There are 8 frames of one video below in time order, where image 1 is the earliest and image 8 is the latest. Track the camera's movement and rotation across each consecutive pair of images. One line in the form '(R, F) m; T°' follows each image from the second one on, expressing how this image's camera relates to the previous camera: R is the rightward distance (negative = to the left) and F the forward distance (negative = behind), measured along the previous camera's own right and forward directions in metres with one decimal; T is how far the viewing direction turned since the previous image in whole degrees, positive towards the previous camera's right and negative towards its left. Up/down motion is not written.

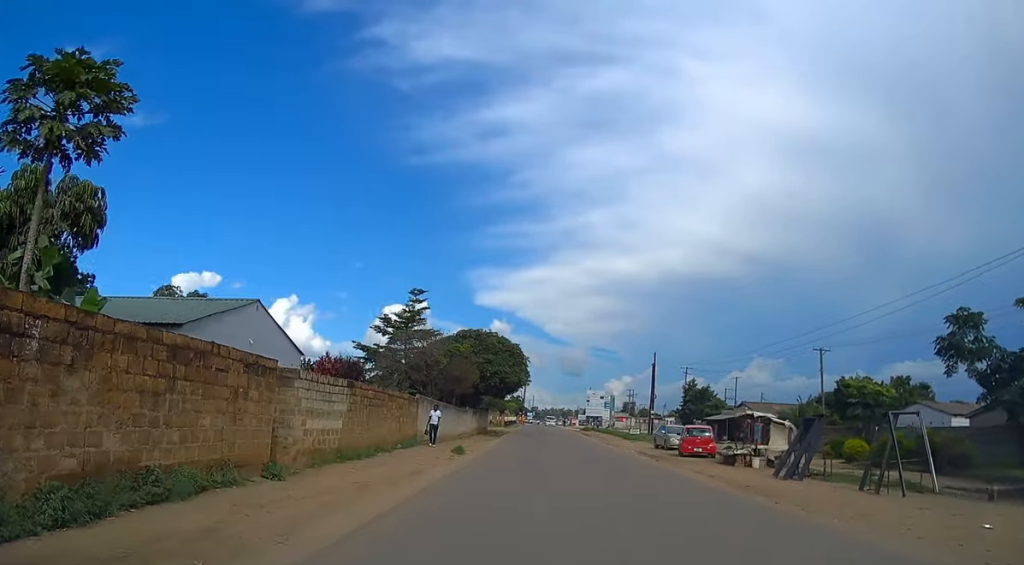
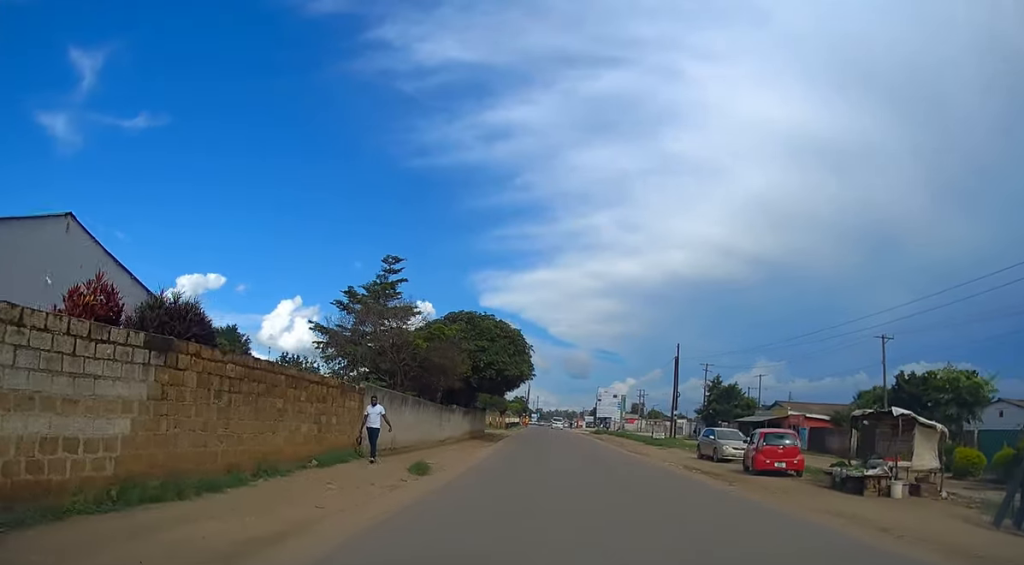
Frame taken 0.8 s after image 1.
(-0.1, +10.7) m; 0°
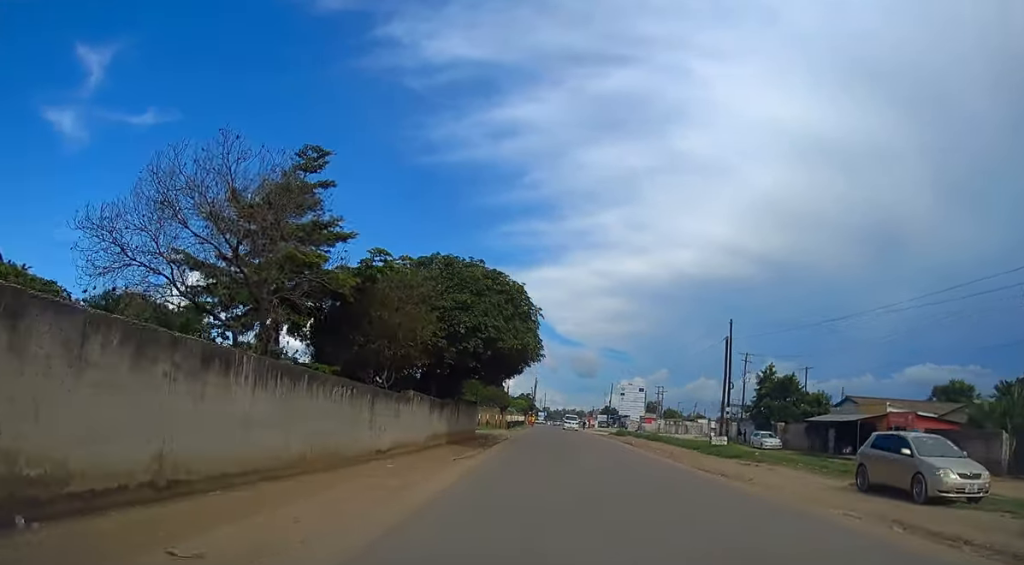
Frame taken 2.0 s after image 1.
(-0.1, +16.4) m; -1°
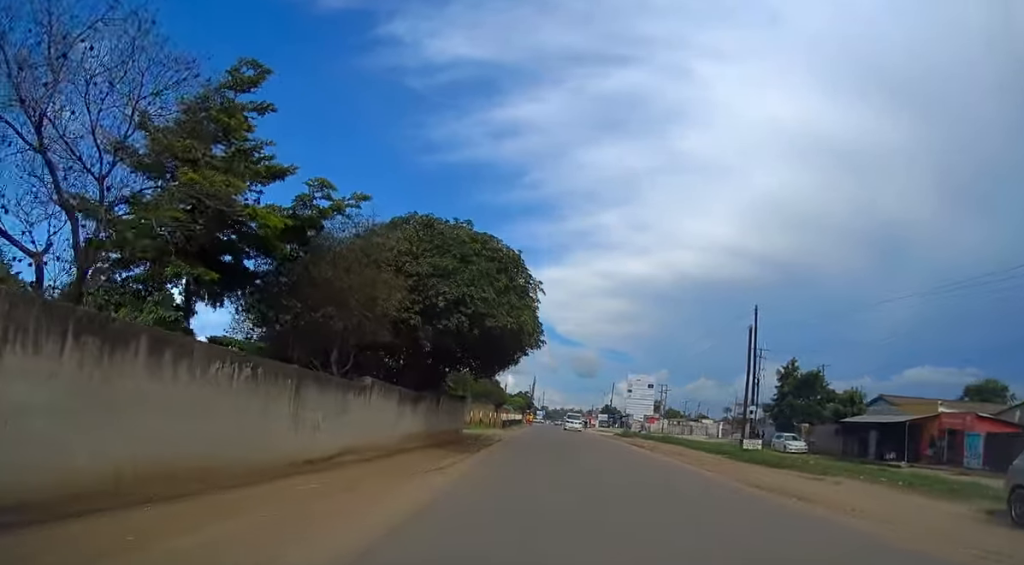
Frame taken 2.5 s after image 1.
(-0.1, +6.3) m; 0°
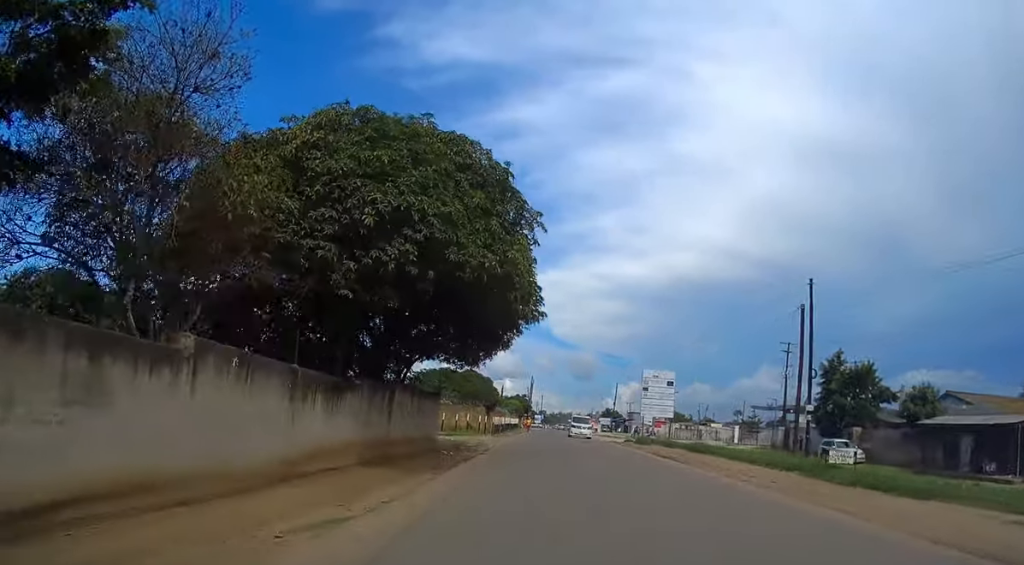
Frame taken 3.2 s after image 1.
(0.0, +10.1) m; 0°
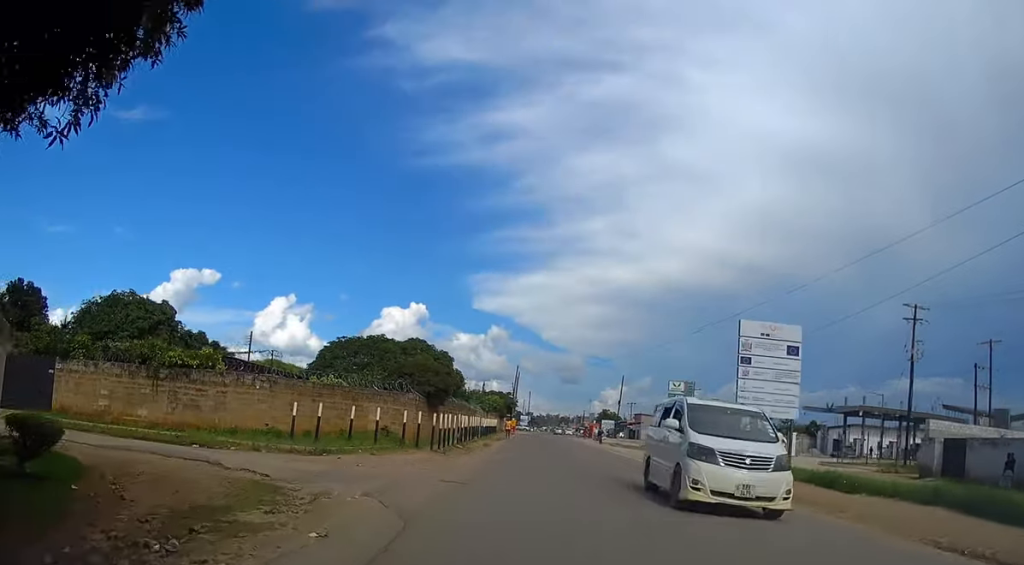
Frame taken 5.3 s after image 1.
(+0.4, +27.7) m; +2°
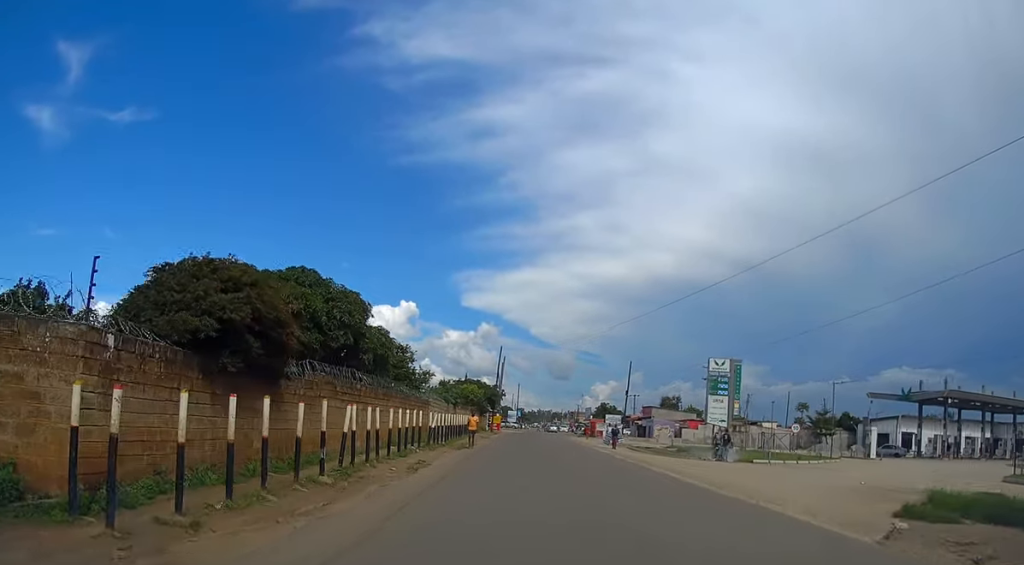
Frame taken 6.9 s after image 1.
(0.0, +21.2) m; 0°
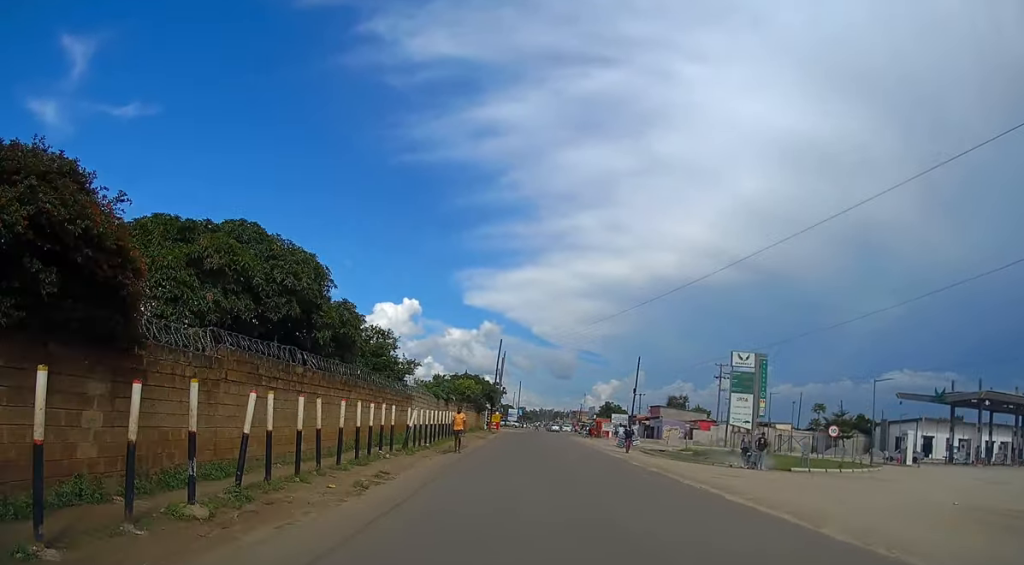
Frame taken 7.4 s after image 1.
(+0.1, +5.8) m; 0°
